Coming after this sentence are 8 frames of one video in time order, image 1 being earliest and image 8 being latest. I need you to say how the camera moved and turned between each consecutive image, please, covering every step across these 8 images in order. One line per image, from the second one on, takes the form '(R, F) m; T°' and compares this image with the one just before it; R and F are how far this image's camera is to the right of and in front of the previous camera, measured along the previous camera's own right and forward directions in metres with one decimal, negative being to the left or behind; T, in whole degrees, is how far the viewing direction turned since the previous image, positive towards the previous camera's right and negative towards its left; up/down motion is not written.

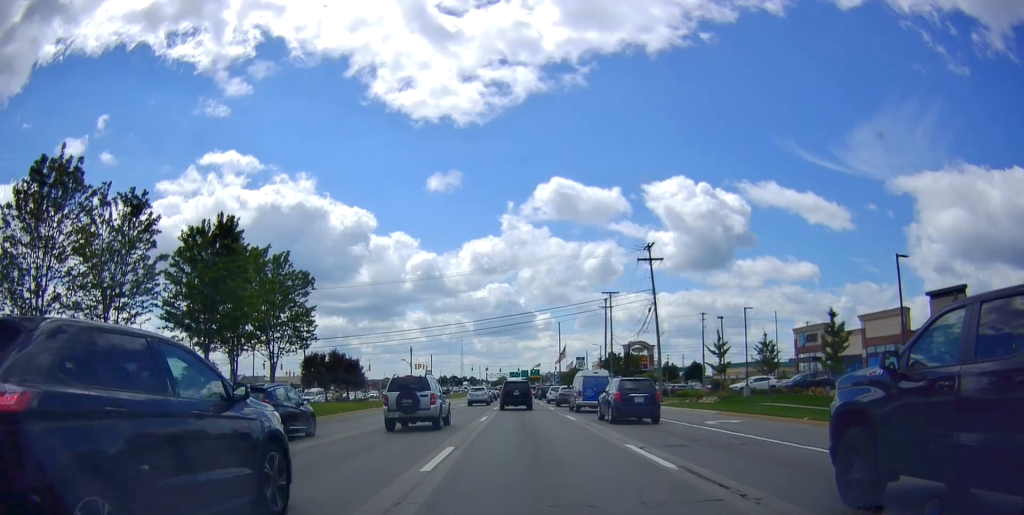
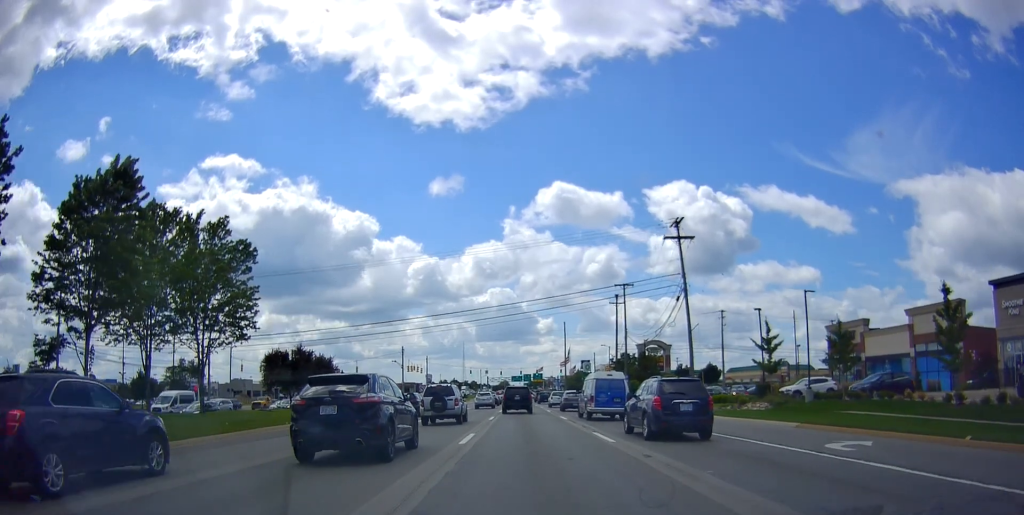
(+0.2, +8.3) m; +1°
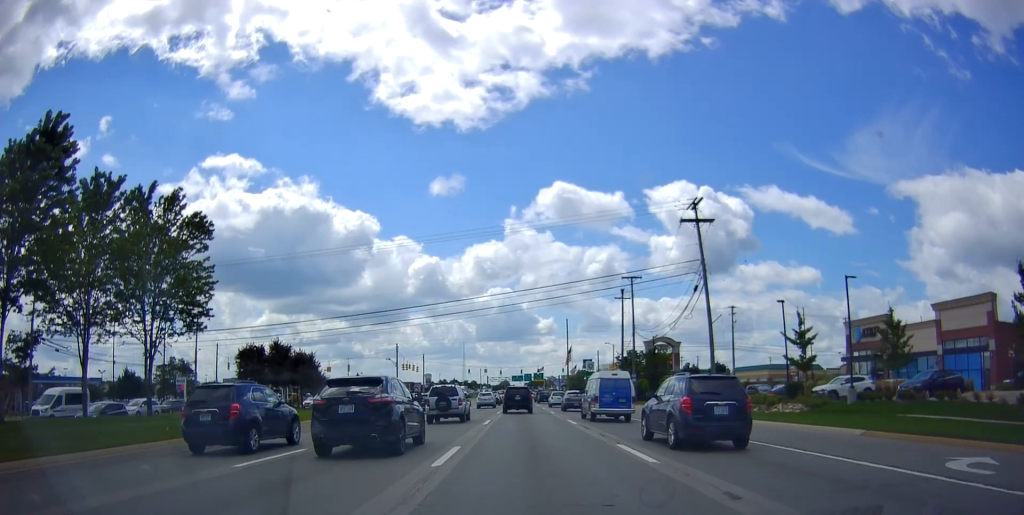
(0.0, +3.0) m; 0°
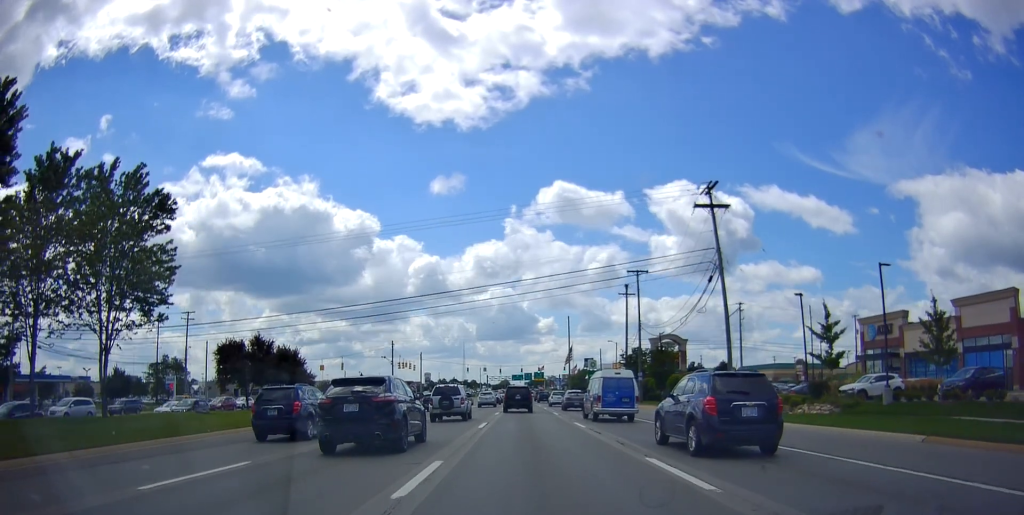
(0.0, +1.9) m; 0°
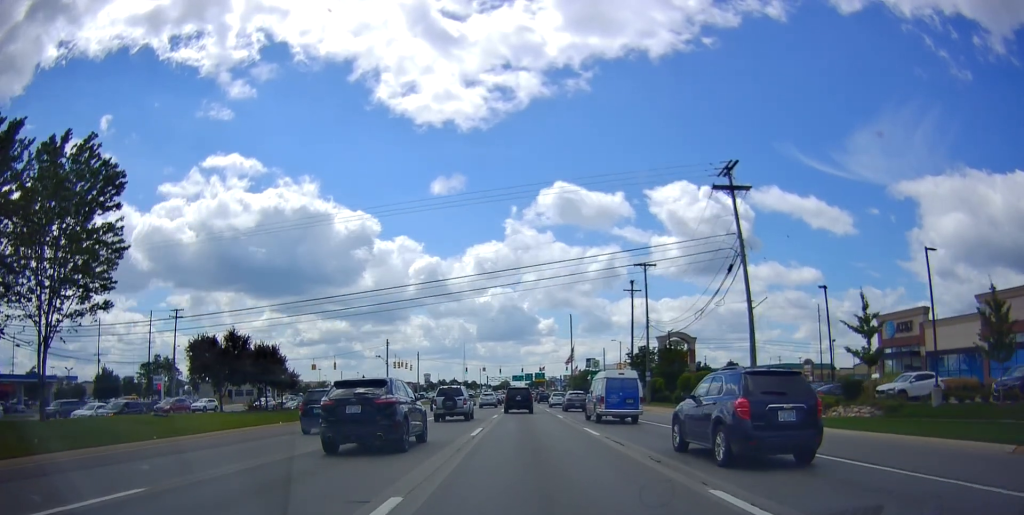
(0.0, +2.6) m; 0°
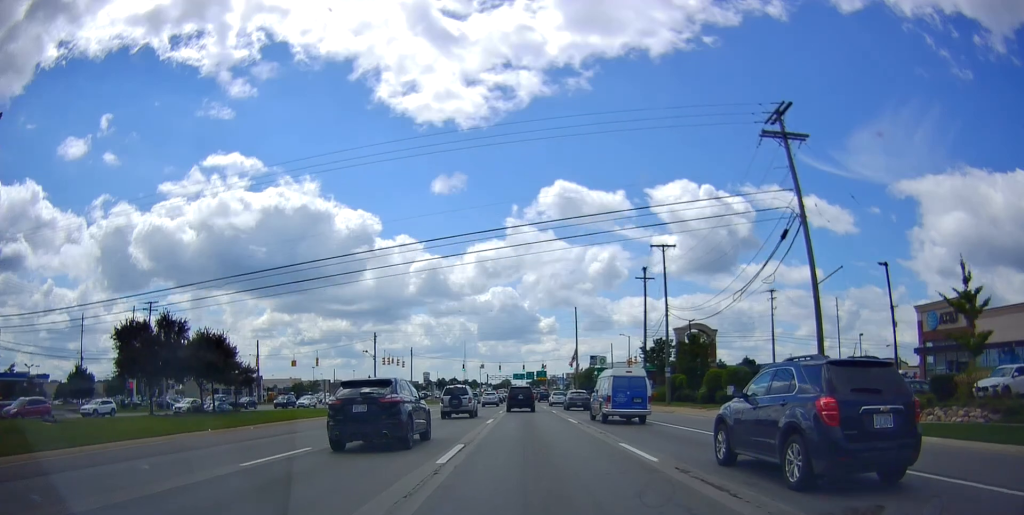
(0.0, +5.4) m; 0°
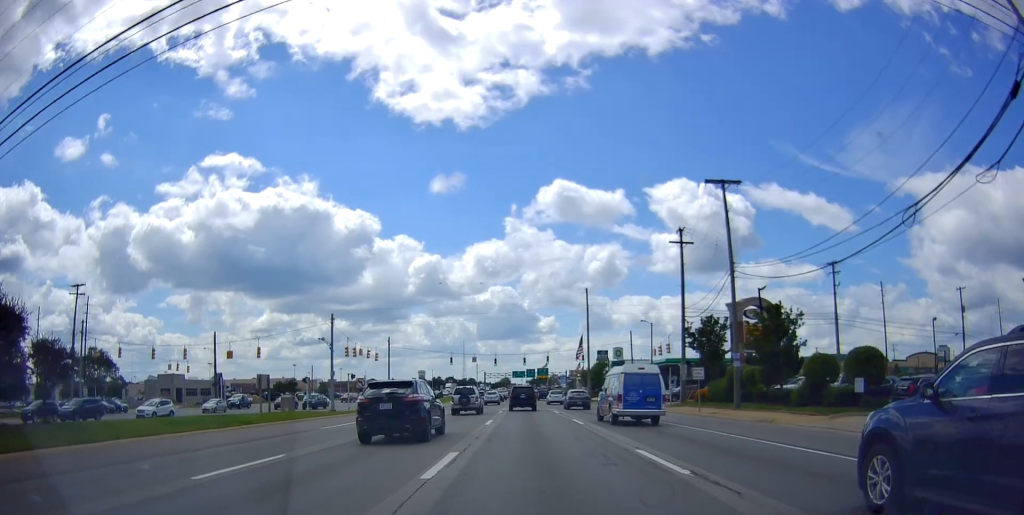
(0.0, +12.9) m; 0°
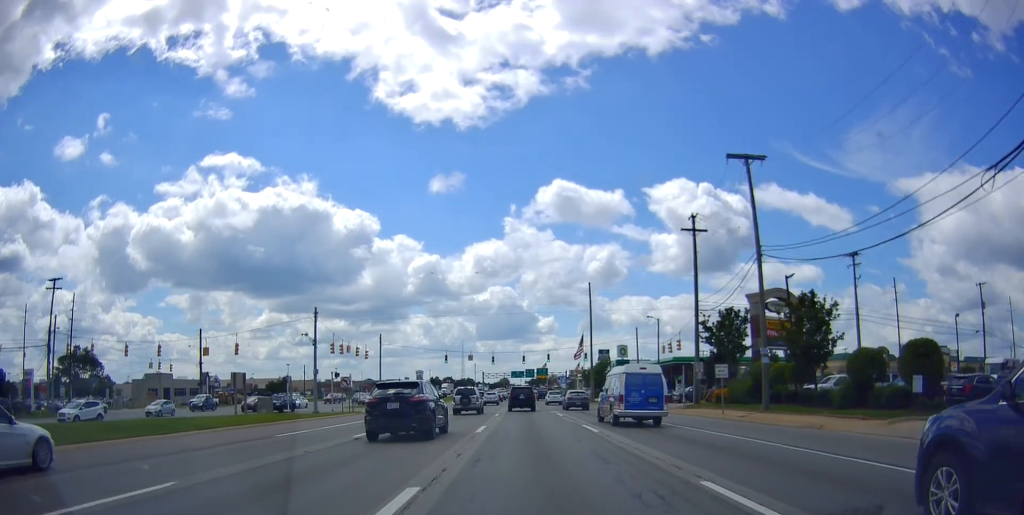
(0.0, +3.7) m; -2°
